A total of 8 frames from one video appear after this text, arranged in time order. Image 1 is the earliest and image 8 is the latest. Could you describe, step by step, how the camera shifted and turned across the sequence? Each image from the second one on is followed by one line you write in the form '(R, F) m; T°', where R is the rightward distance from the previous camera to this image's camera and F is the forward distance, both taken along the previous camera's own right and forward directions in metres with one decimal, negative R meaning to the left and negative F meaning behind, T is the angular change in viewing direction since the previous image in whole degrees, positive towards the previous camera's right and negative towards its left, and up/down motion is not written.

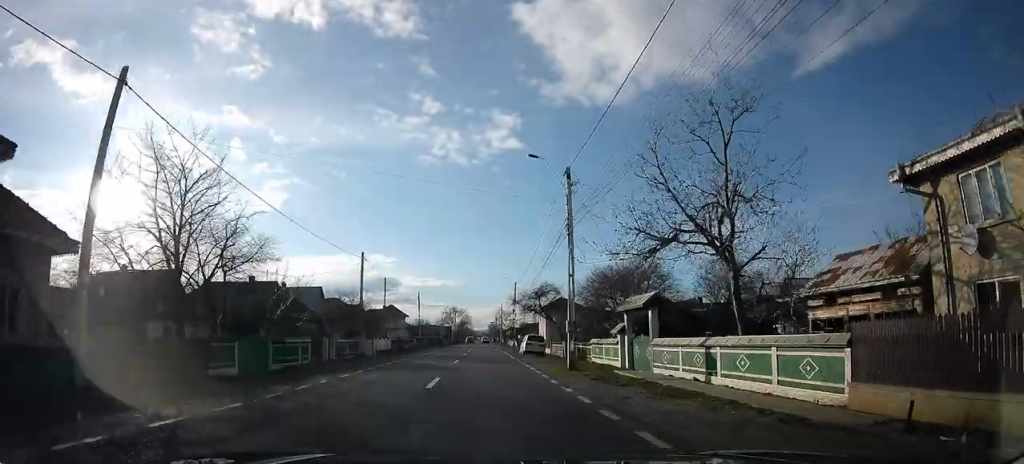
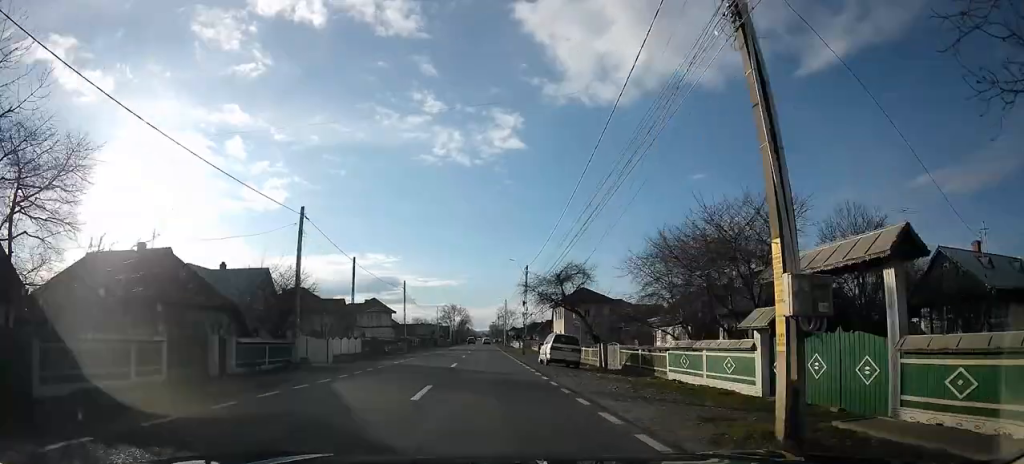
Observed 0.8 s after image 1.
(+0.4, +14.1) m; +1°
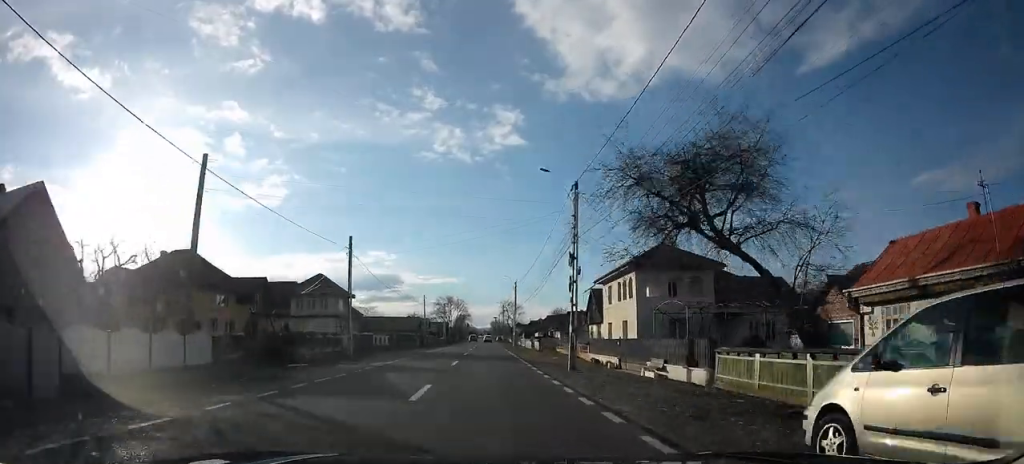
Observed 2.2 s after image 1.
(-0.3, +24.2) m; -2°
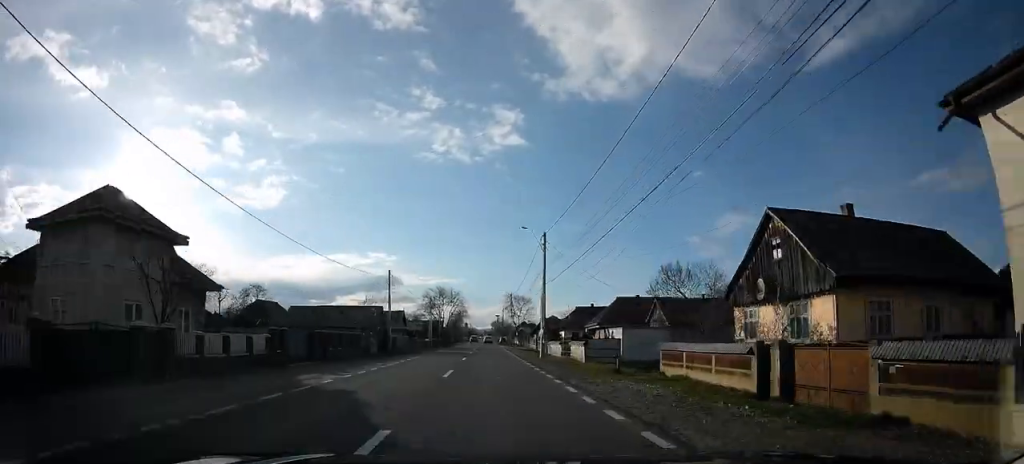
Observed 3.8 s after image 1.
(+0.2, +29.9) m; +2°
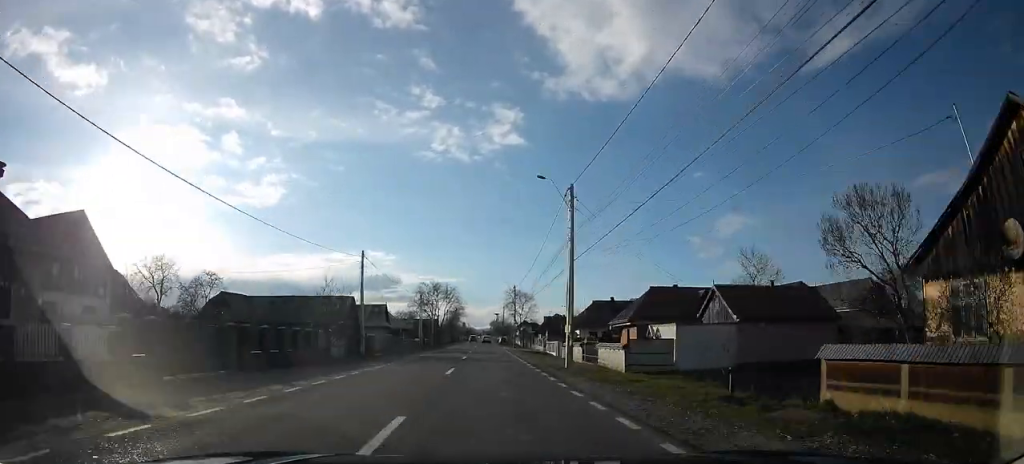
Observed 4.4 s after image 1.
(0.0, +10.7) m; -1°
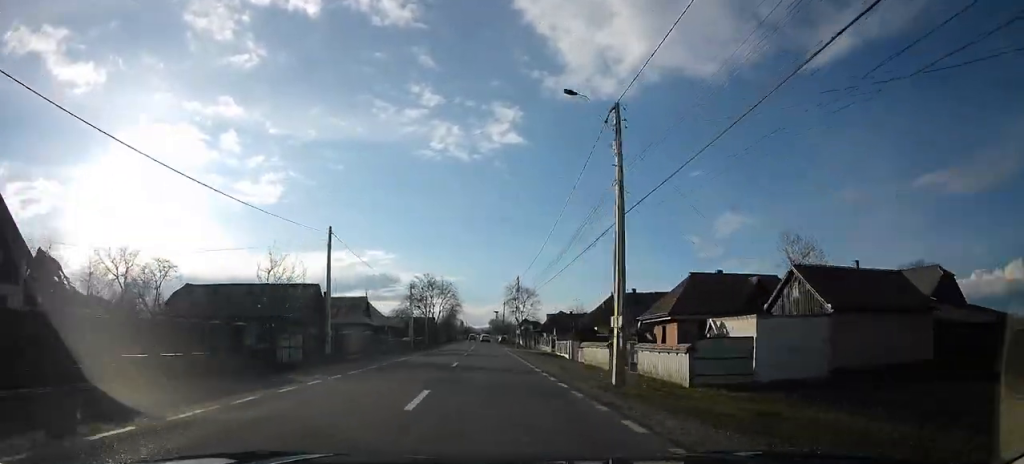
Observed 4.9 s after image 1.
(+0.1, +8.3) m; -1°
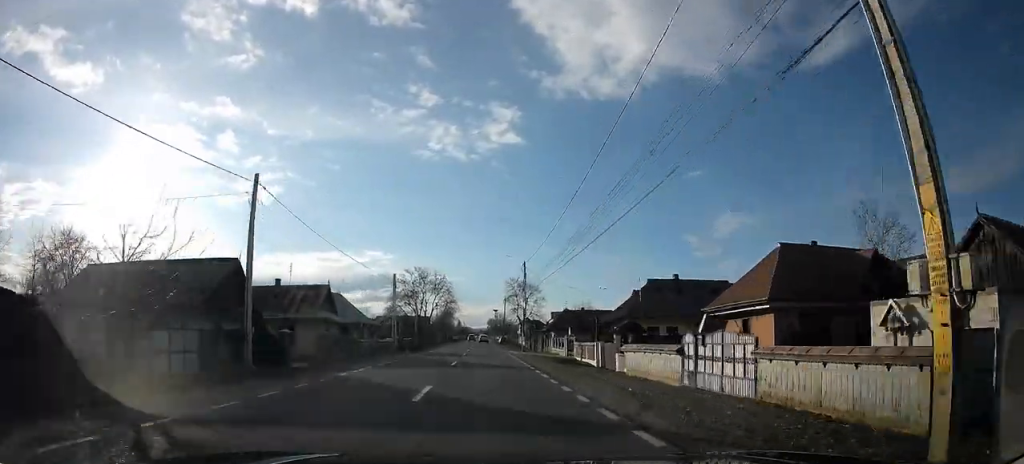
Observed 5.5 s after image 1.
(-0.3, +10.7) m; +1°
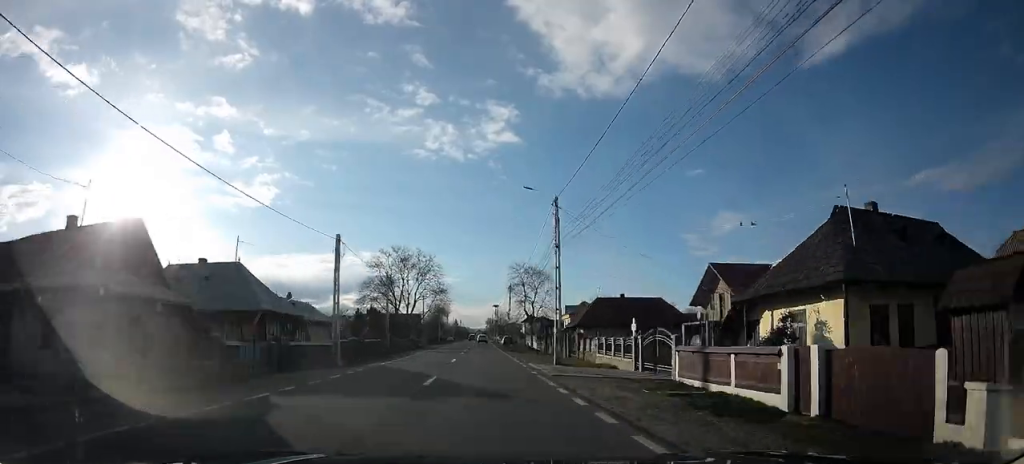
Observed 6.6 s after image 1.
(+0.6, +20.0) m; +1°
